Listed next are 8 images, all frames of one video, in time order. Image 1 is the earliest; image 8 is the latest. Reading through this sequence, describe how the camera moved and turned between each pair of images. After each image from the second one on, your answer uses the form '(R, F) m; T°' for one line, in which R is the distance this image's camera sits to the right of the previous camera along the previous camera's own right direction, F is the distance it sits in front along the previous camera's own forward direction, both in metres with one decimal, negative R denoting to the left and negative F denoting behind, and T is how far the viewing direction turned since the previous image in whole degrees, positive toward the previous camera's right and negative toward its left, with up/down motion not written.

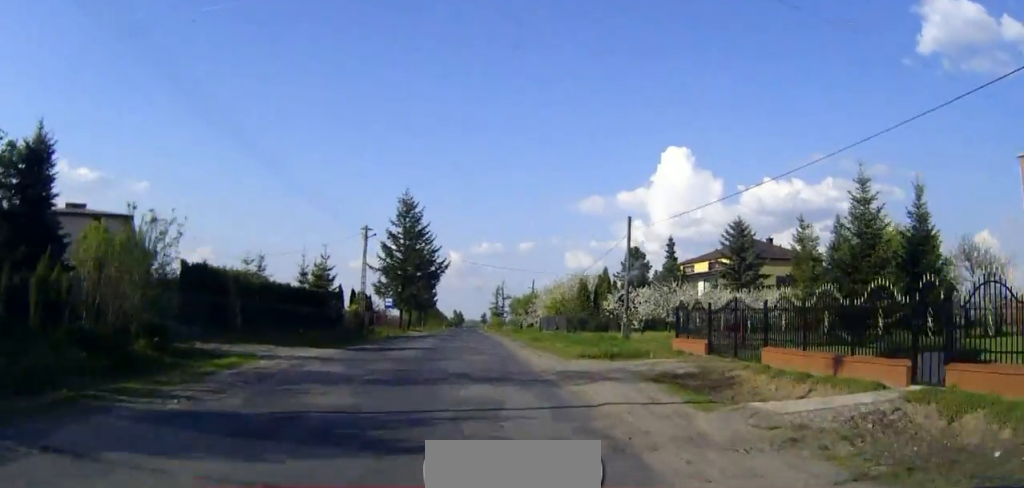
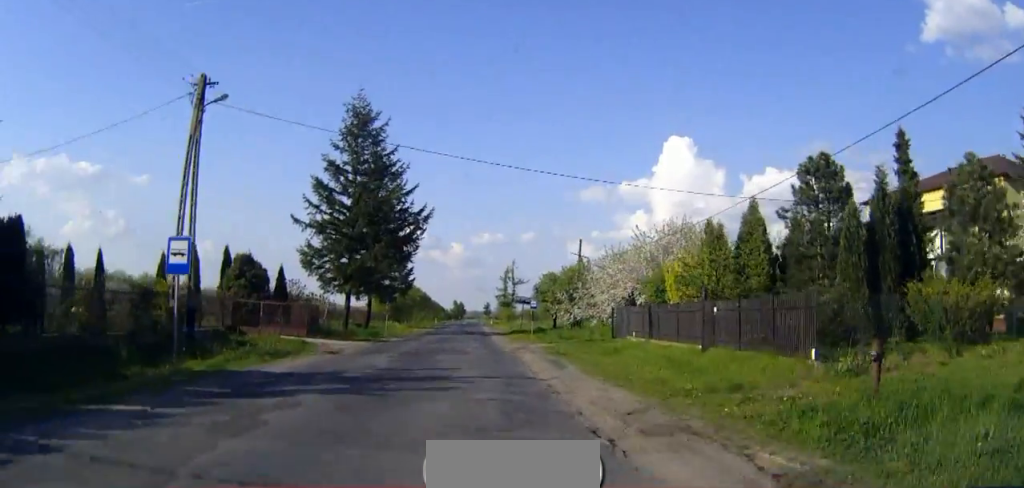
(+0.1, +37.6) m; 0°
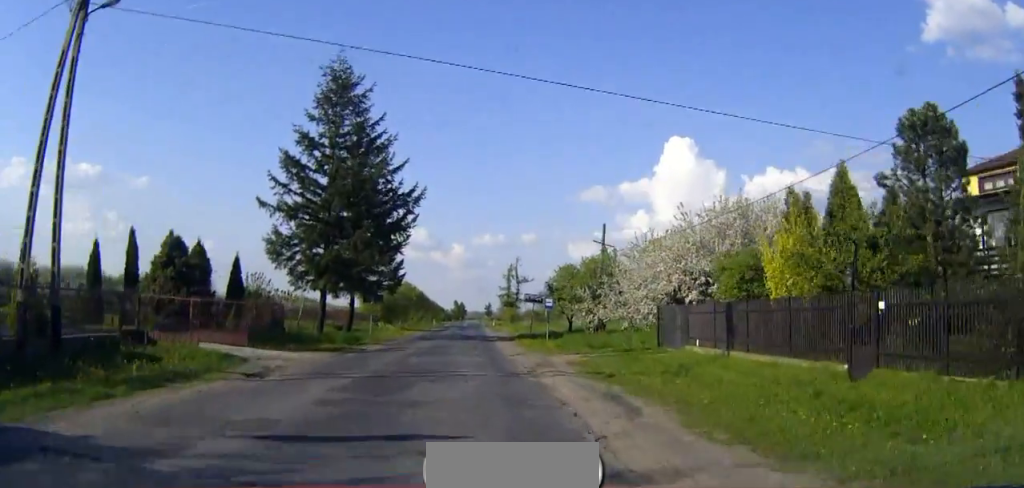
(0.0, +8.5) m; 0°
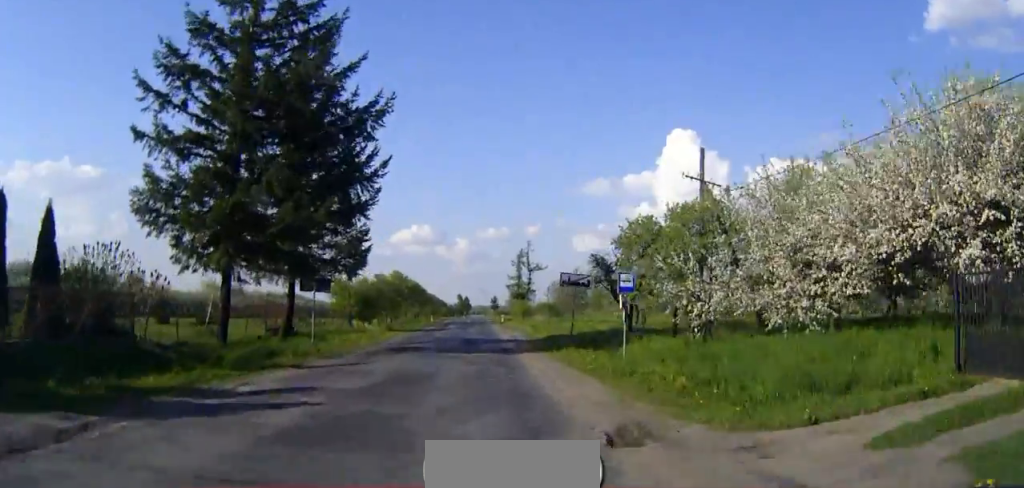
(0.0, +17.2) m; 0°
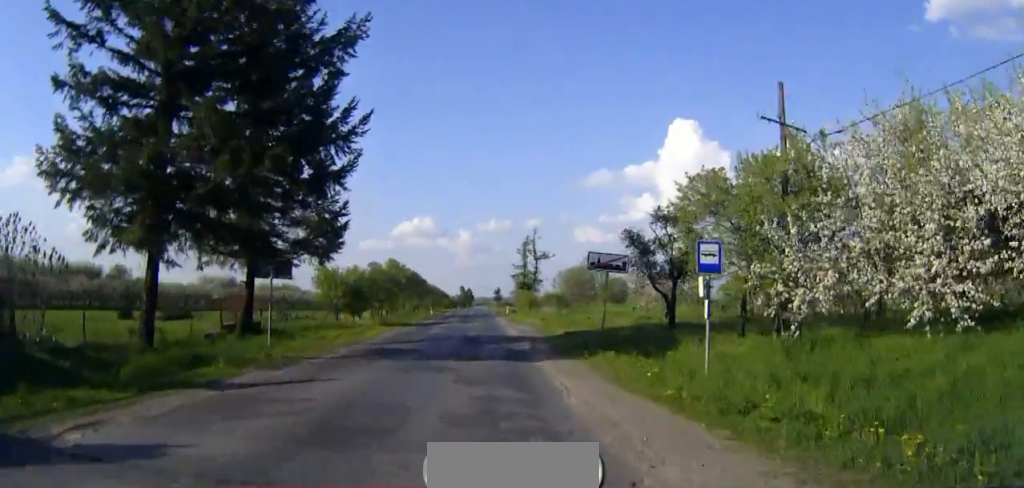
(0.0, +6.2) m; 0°
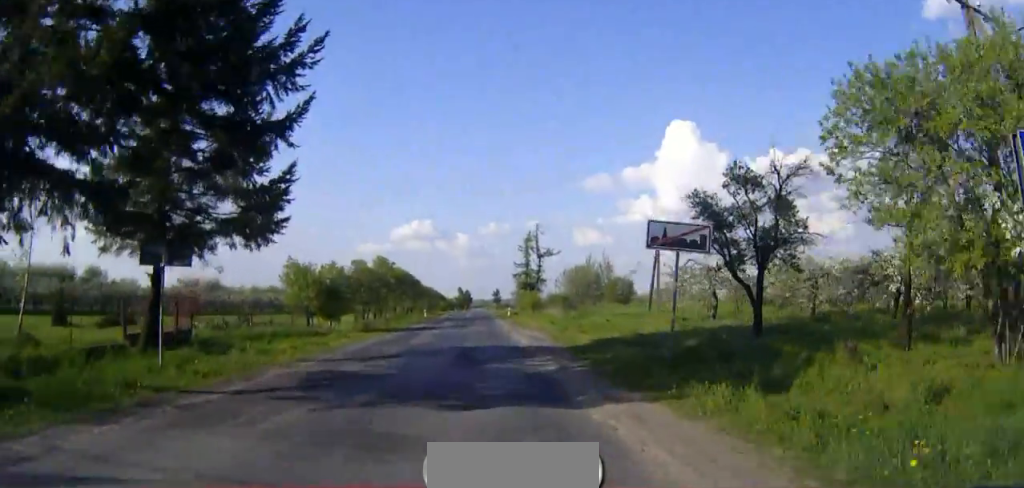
(0.0, +7.8) m; 0°
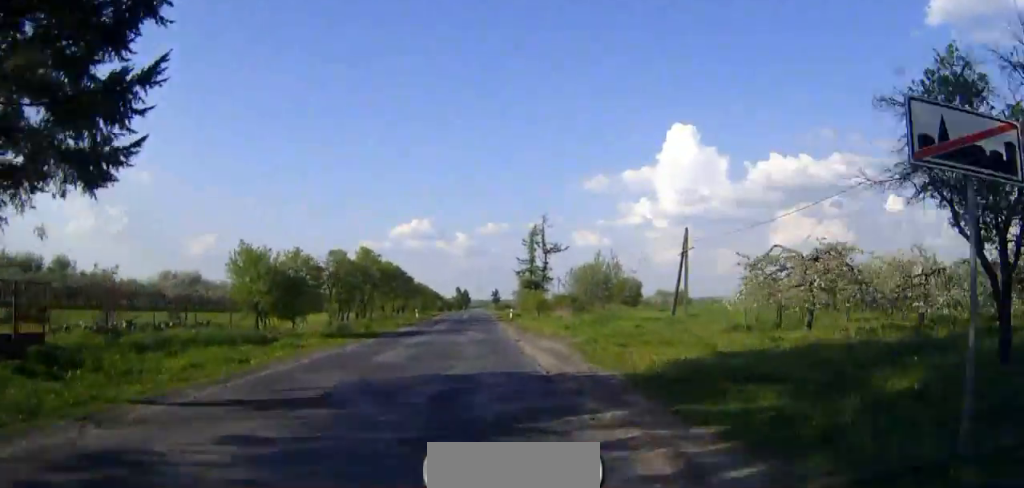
(0.0, +8.8) m; 0°
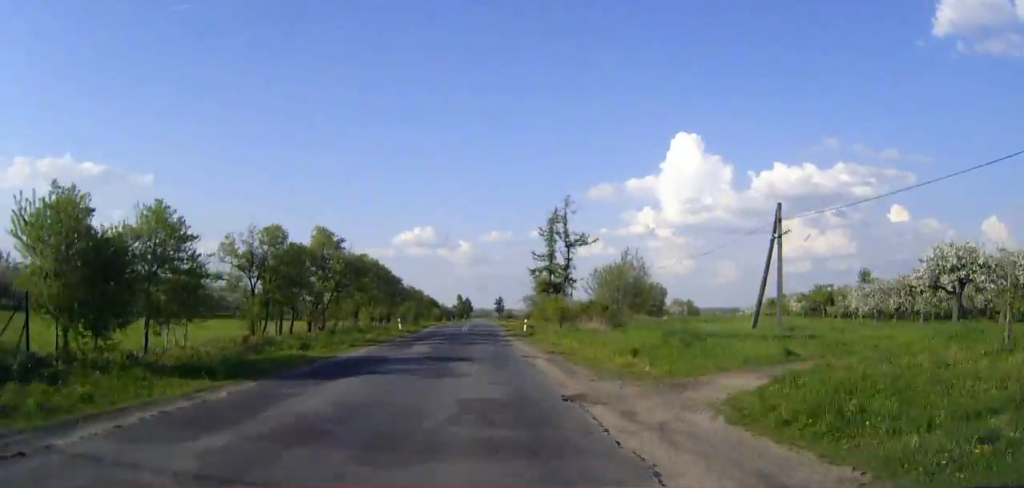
(-0.1, +16.8) m; 0°
